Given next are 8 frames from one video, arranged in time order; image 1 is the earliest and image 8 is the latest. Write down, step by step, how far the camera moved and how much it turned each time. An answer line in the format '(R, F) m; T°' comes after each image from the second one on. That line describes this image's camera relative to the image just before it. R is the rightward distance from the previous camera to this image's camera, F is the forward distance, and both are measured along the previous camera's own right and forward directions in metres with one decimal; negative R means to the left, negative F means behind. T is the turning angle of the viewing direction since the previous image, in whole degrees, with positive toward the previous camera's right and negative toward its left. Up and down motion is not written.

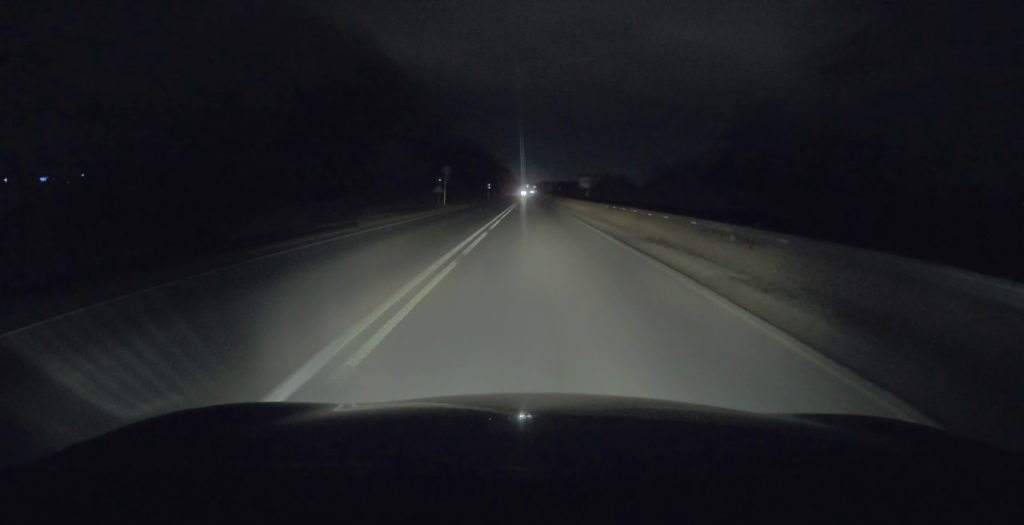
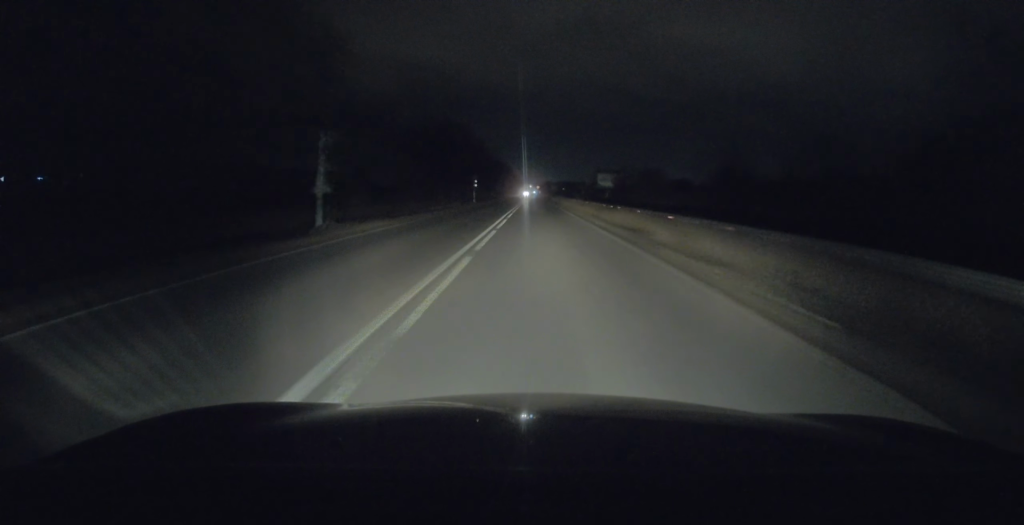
(-0.2, +30.0) m; 0°
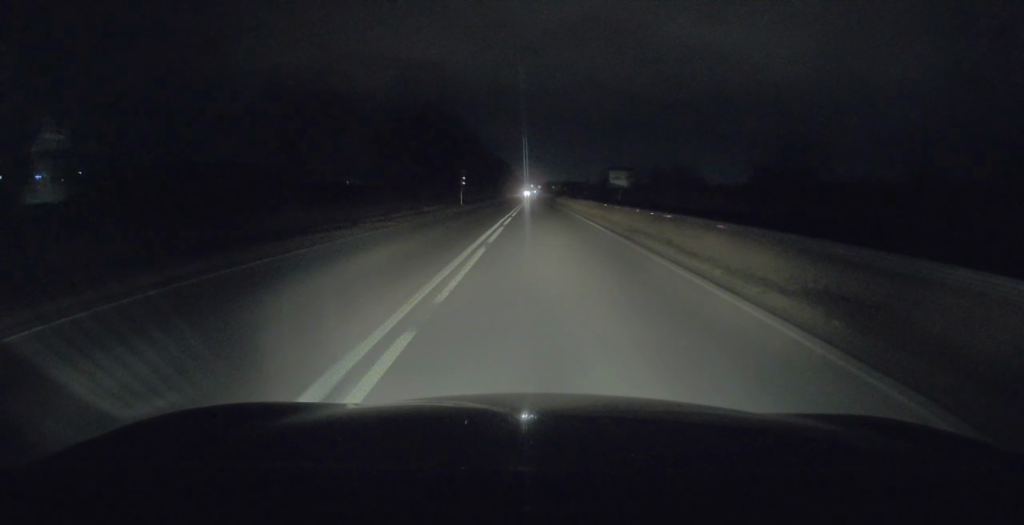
(-0.1, +14.0) m; 0°
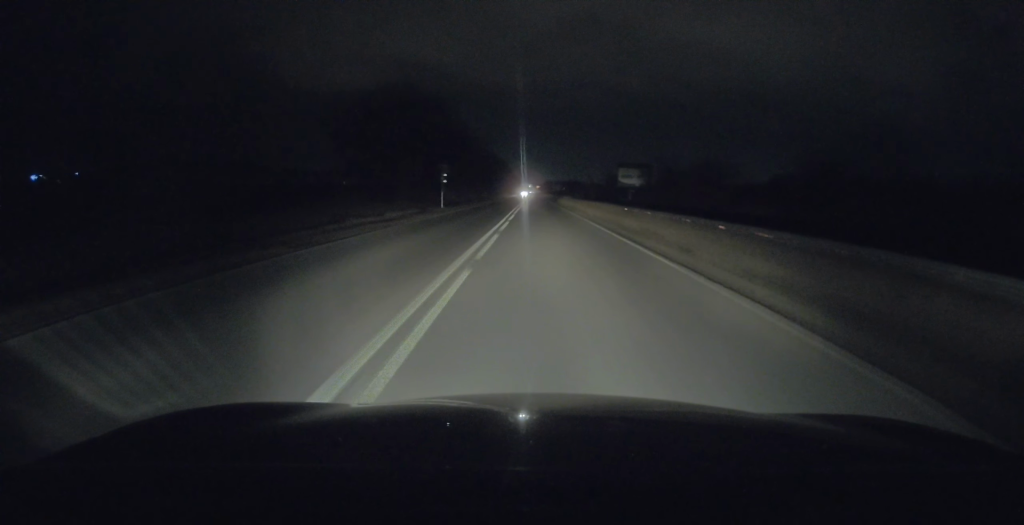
(+0.1, +11.2) m; 0°
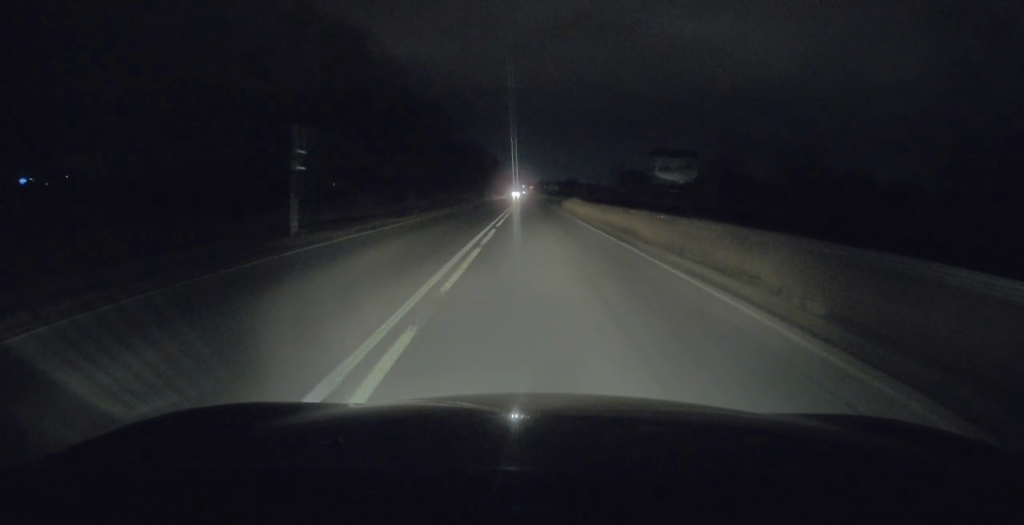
(-0.2, +27.3) m; 0°
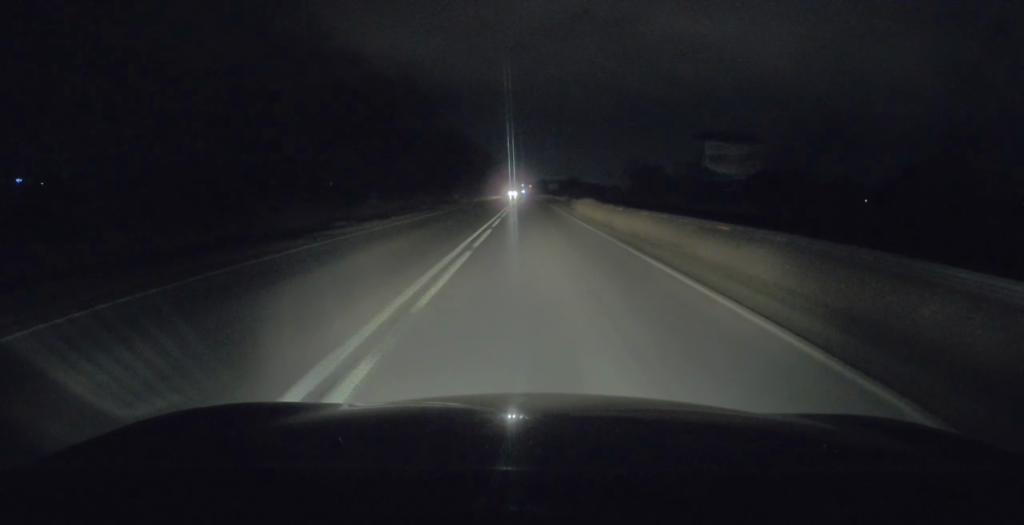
(+0.2, +16.1) m; 0°
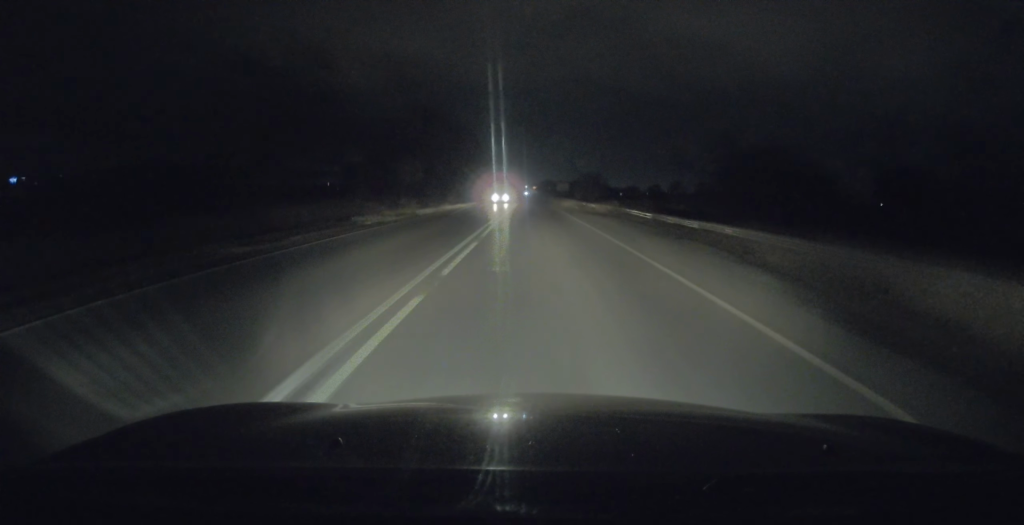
(0.0, +44.0) m; 0°
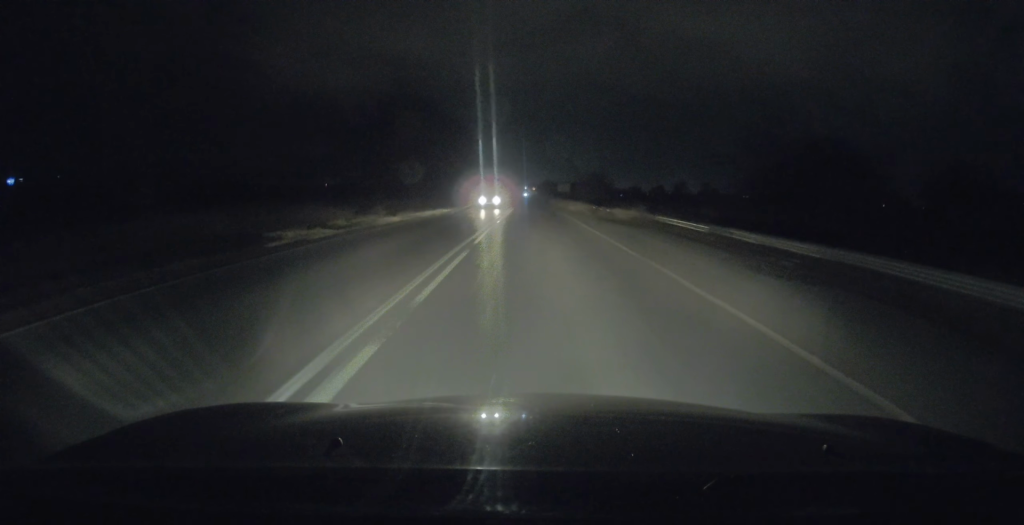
(0.0, +9.8) m; 0°
